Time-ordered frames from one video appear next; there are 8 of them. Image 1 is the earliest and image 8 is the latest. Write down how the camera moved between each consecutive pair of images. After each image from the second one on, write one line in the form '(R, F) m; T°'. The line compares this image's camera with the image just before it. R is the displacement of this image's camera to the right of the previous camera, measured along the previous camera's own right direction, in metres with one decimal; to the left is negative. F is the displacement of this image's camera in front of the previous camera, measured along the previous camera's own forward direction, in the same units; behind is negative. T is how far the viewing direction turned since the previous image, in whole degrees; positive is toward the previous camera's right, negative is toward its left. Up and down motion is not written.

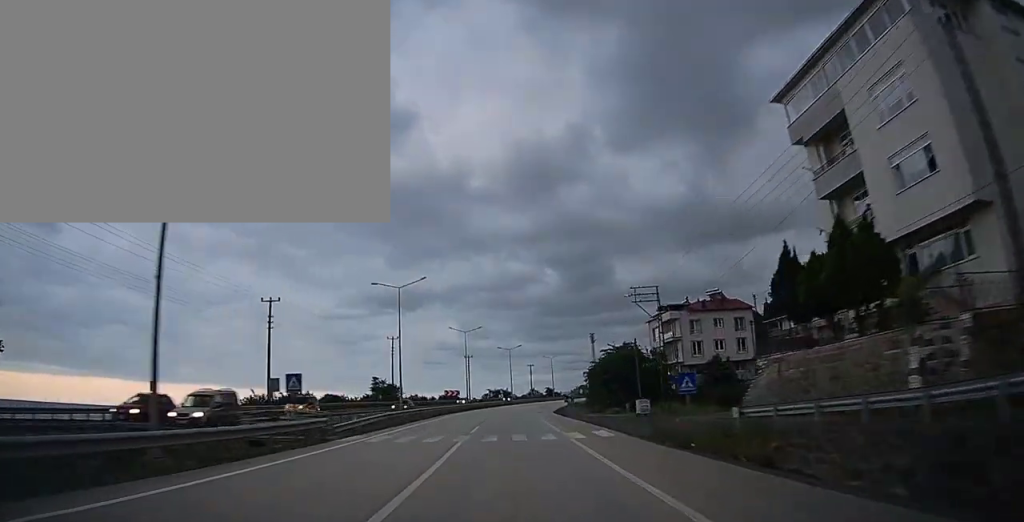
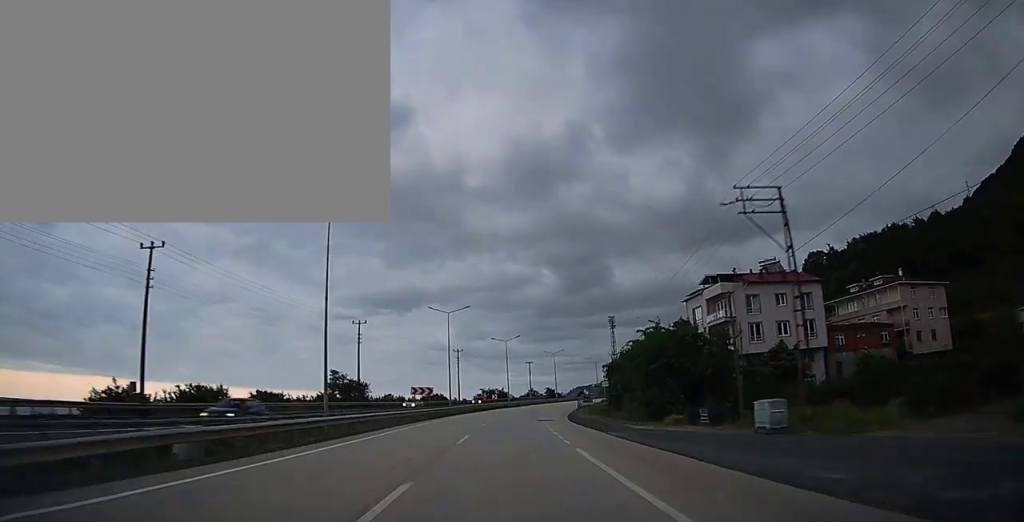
(-0.2, +19.8) m; 0°
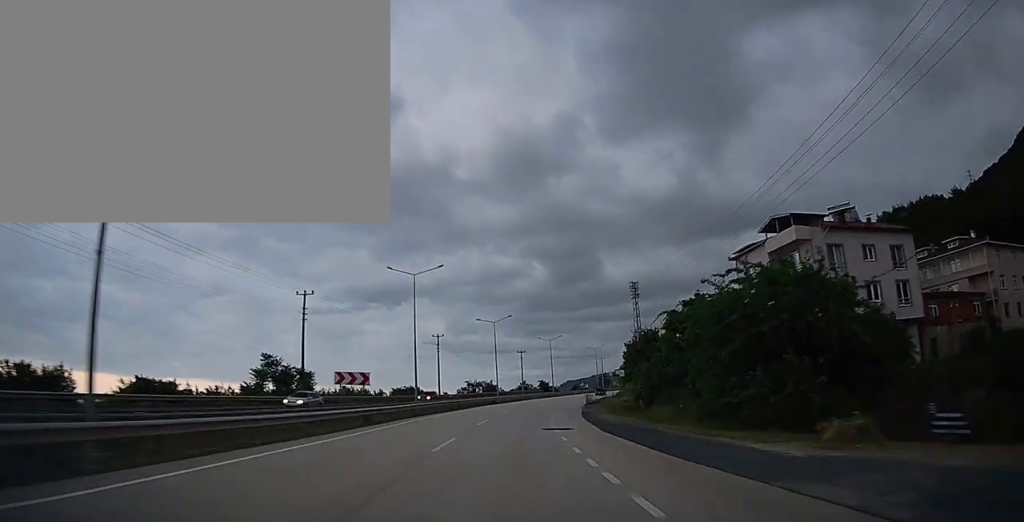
(+0.2, +17.6) m; +1°
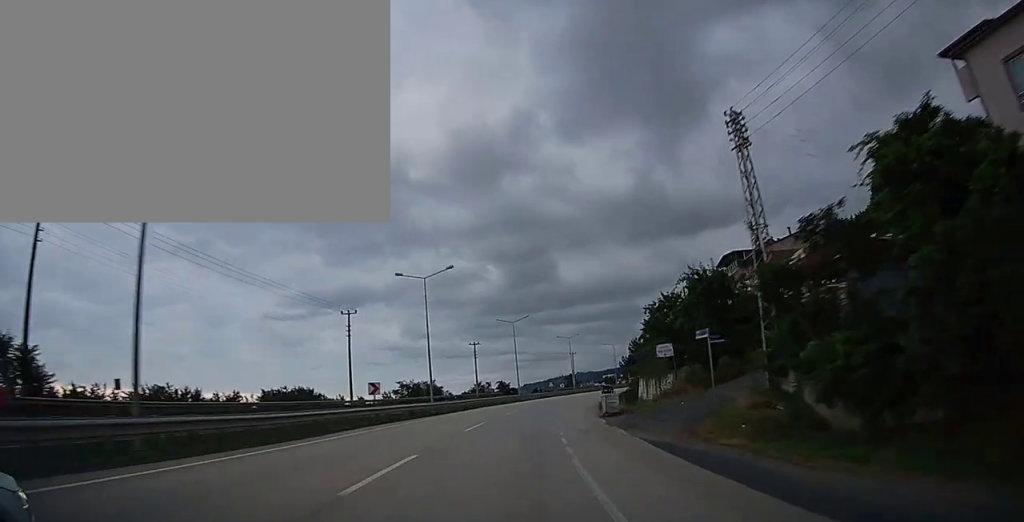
(+0.6, +32.7) m; +3°
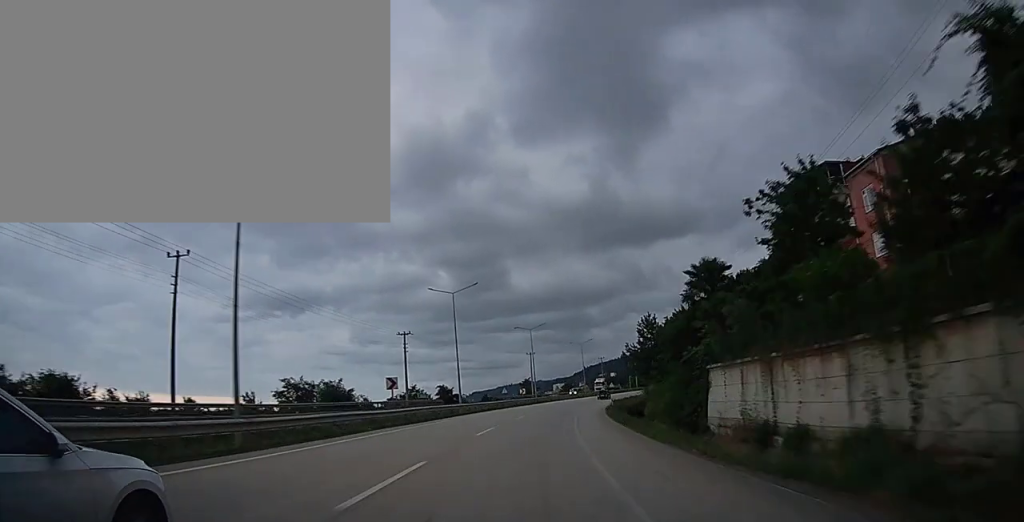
(+1.0, +28.5) m; +5°
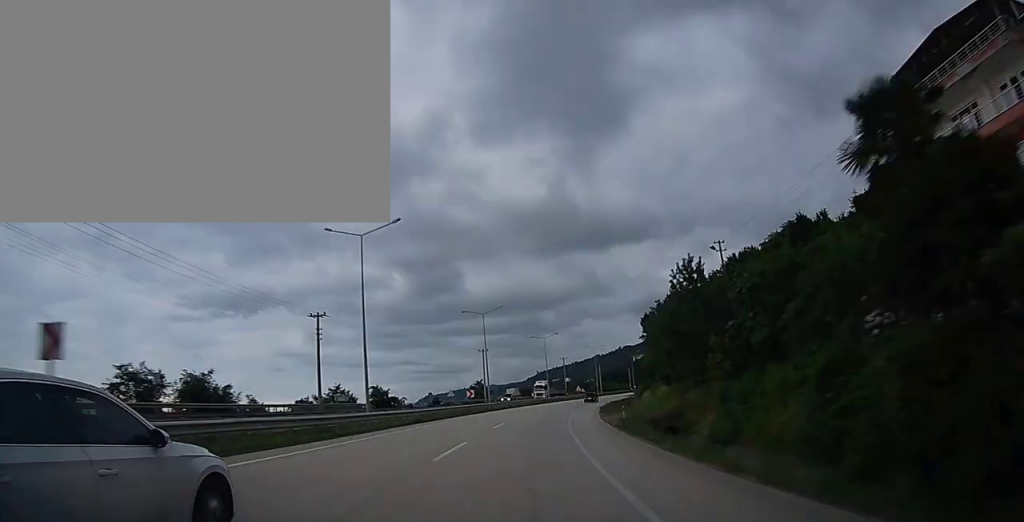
(+0.8, +20.4) m; +4°
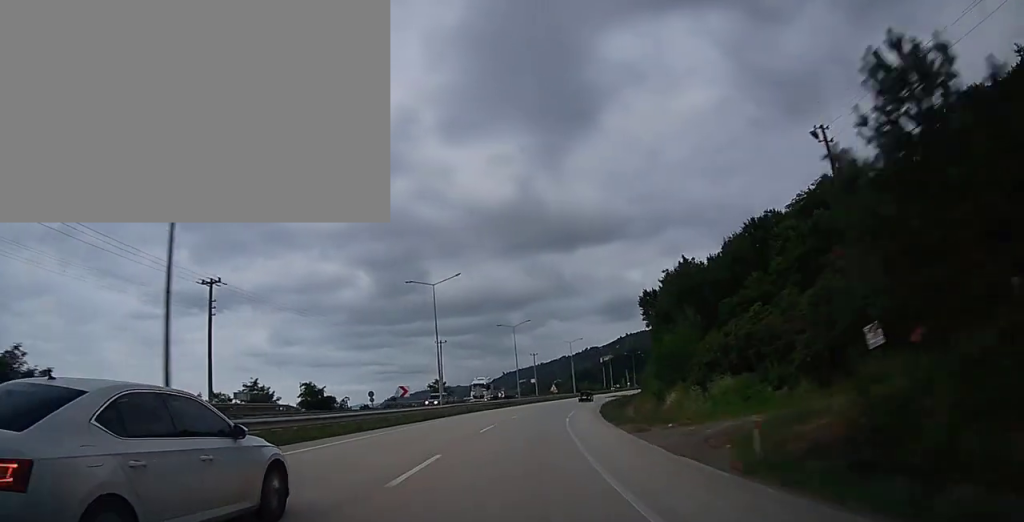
(+0.6, +17.7) m; +4°
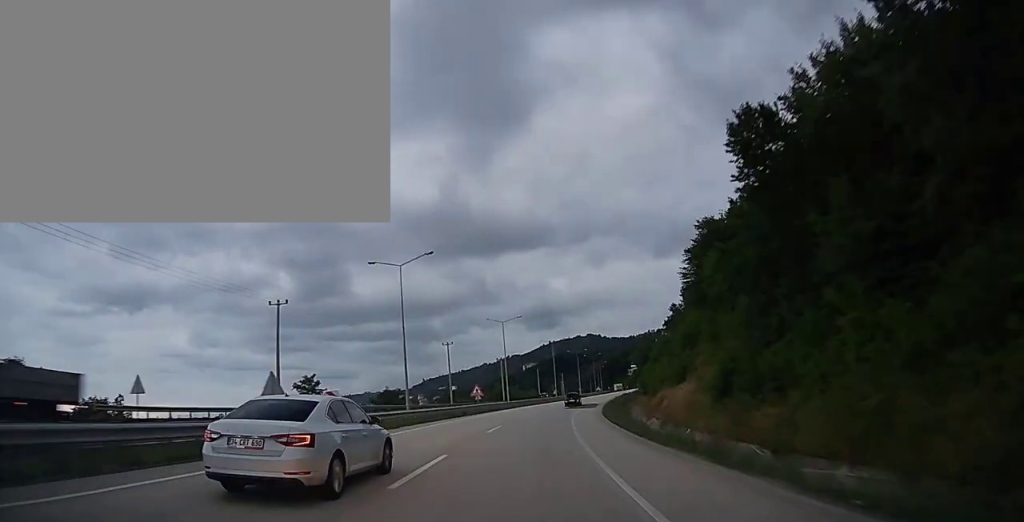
(+2.8, +40.7) m; +8°
